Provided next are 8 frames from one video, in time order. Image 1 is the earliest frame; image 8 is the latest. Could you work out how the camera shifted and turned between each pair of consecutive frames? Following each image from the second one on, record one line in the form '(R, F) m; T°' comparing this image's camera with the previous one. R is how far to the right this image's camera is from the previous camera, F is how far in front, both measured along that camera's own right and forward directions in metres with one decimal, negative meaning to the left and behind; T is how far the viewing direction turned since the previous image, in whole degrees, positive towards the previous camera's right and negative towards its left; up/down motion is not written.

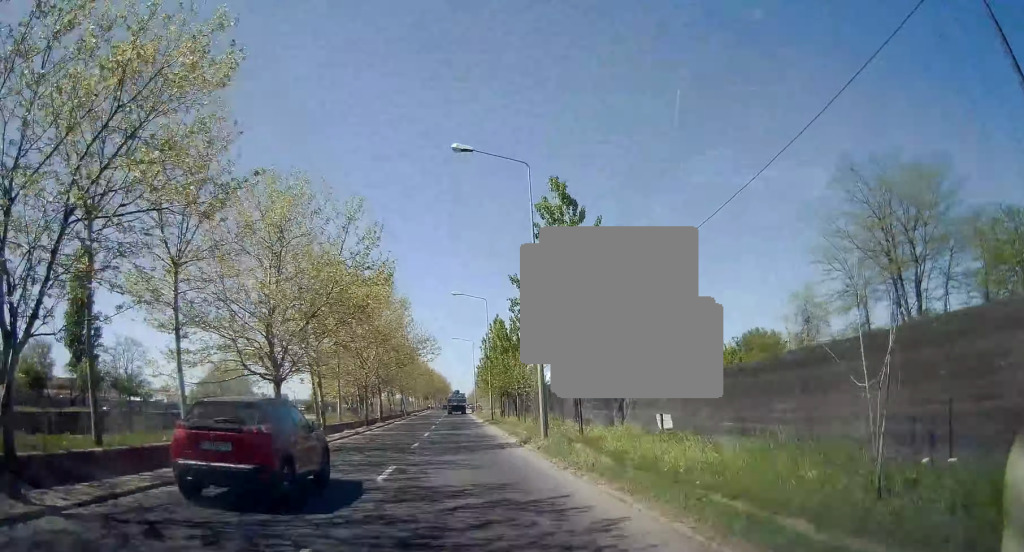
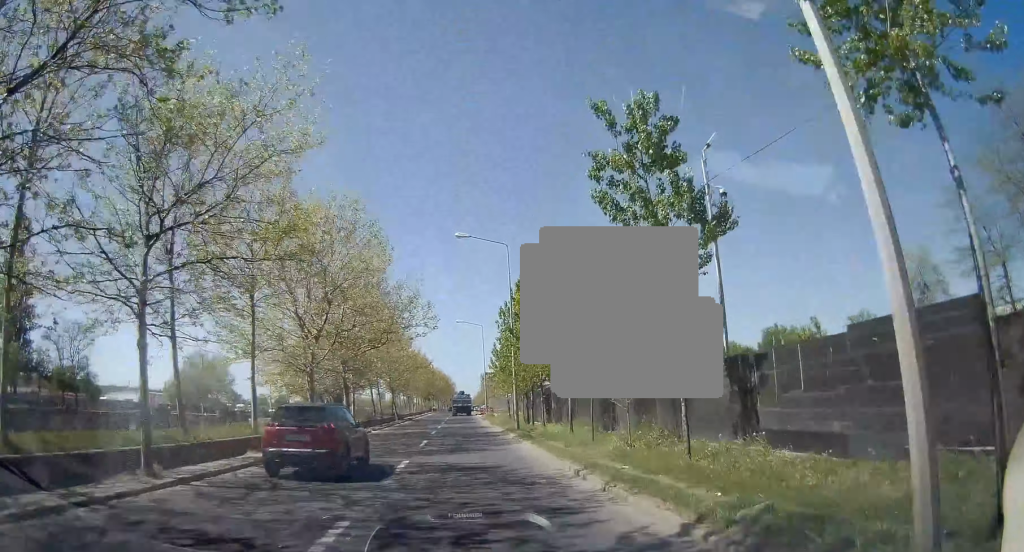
(+0.5, +16.2) m; +1°
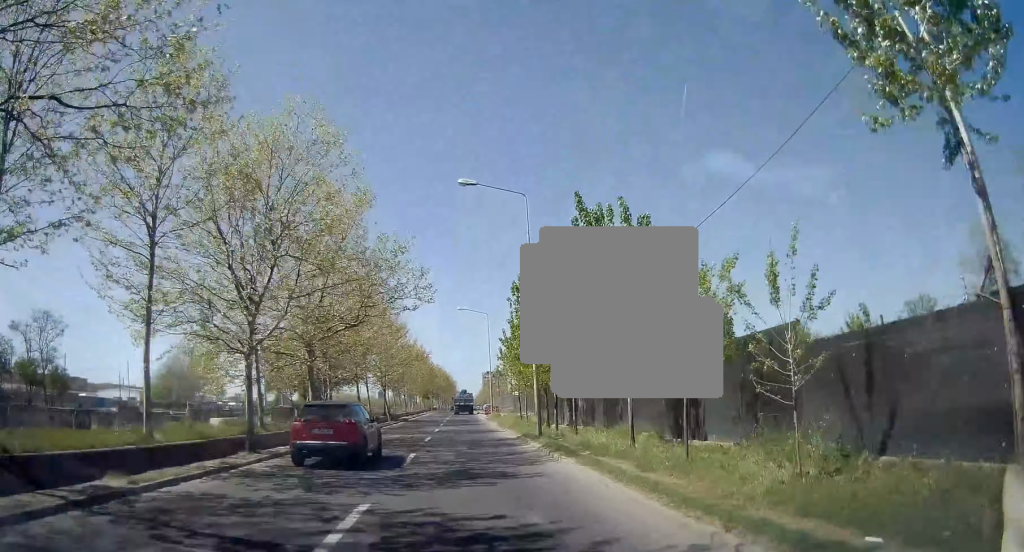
(0.0, +7.6) m; -1°
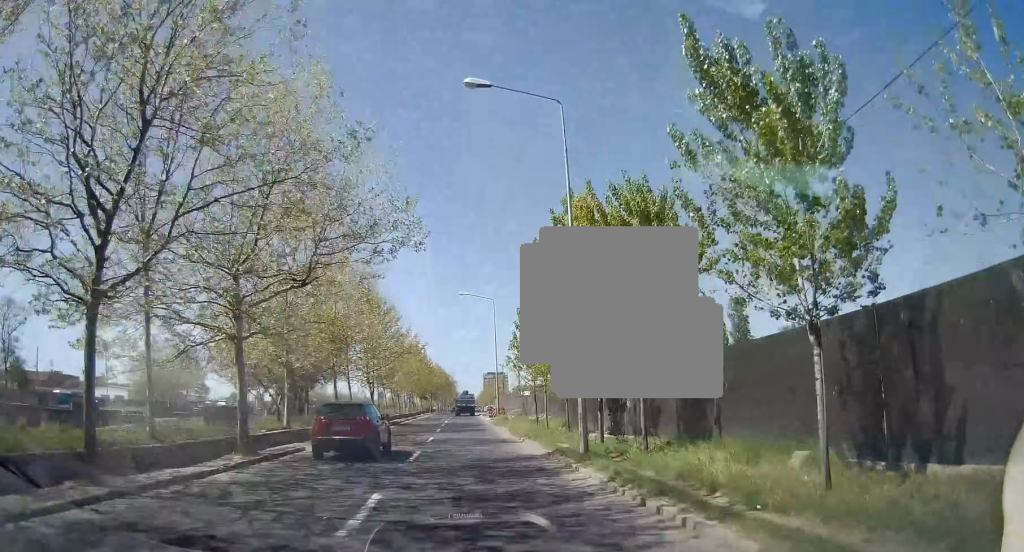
(0.0, +8.1) m; -1°
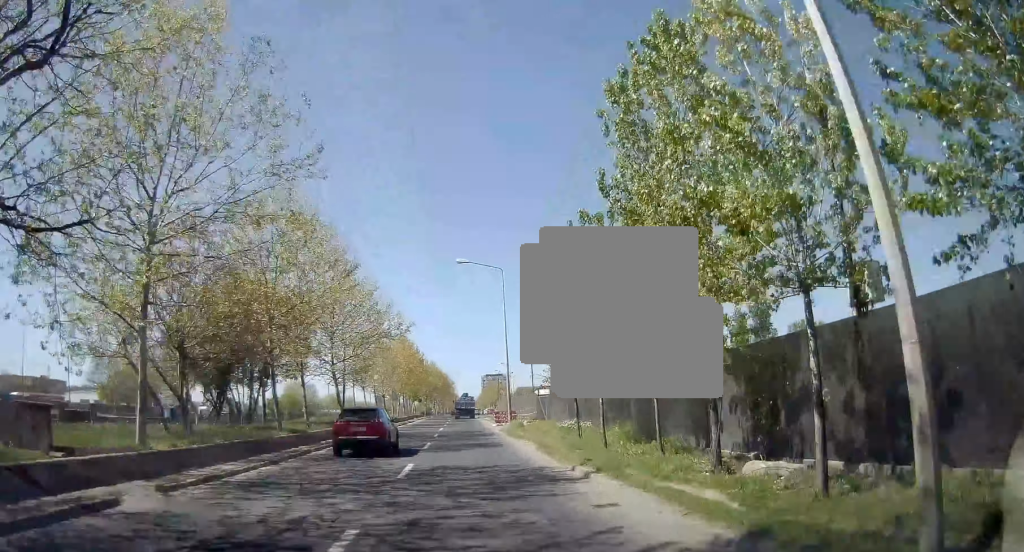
(-0.3, +11.6) m; 0°
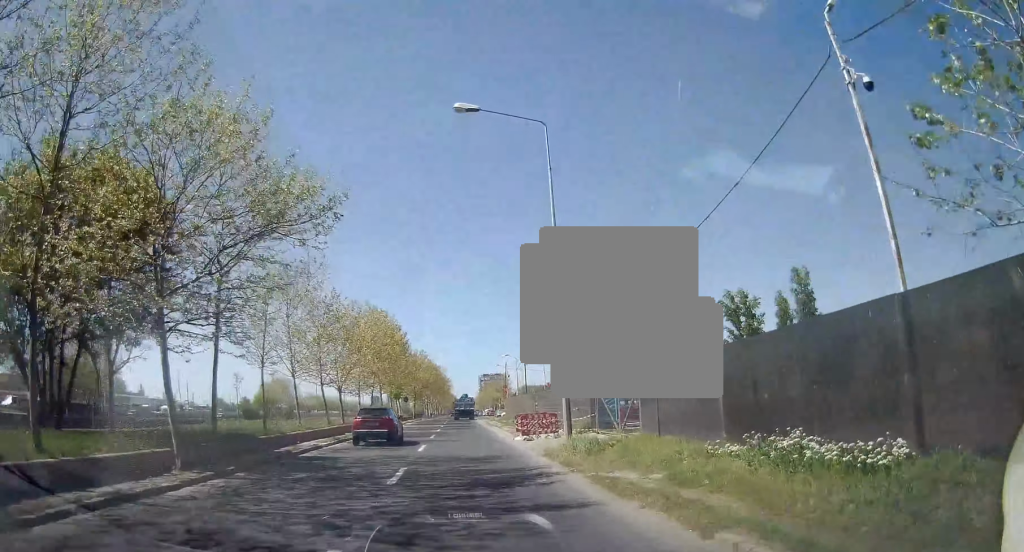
(+0.3, +19.4) m; 0°
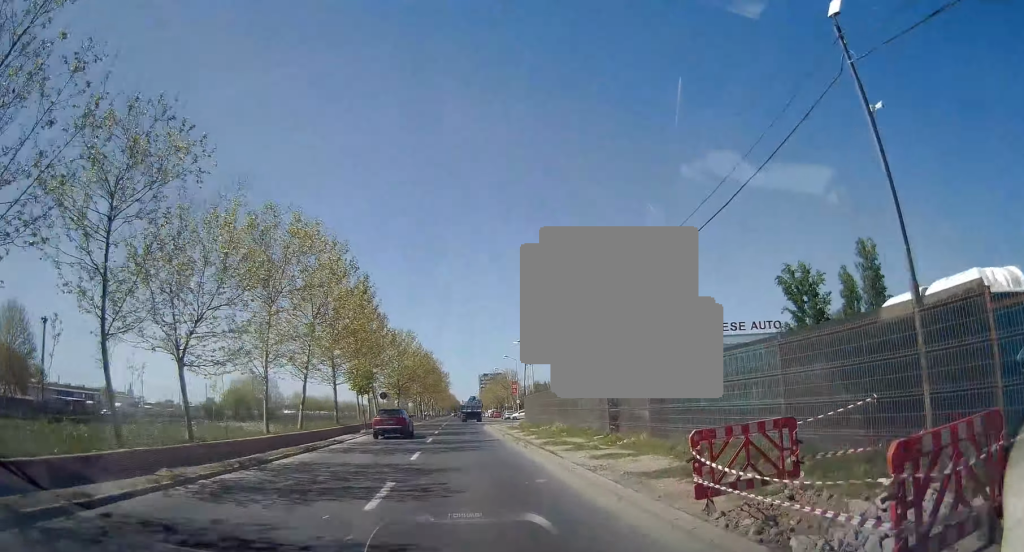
(-0.3, +21.3) m; -1°
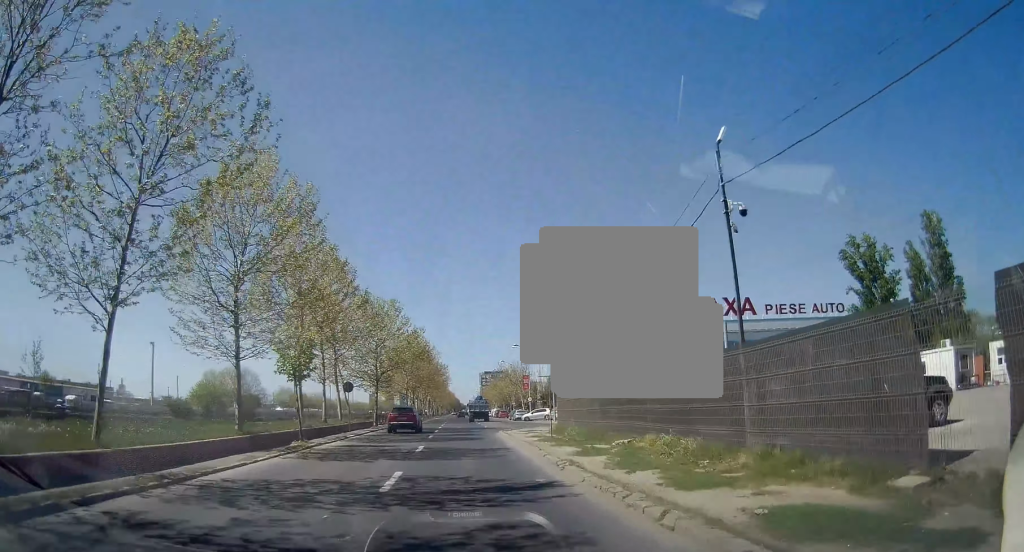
(0.0, +16.1) m; 0°
